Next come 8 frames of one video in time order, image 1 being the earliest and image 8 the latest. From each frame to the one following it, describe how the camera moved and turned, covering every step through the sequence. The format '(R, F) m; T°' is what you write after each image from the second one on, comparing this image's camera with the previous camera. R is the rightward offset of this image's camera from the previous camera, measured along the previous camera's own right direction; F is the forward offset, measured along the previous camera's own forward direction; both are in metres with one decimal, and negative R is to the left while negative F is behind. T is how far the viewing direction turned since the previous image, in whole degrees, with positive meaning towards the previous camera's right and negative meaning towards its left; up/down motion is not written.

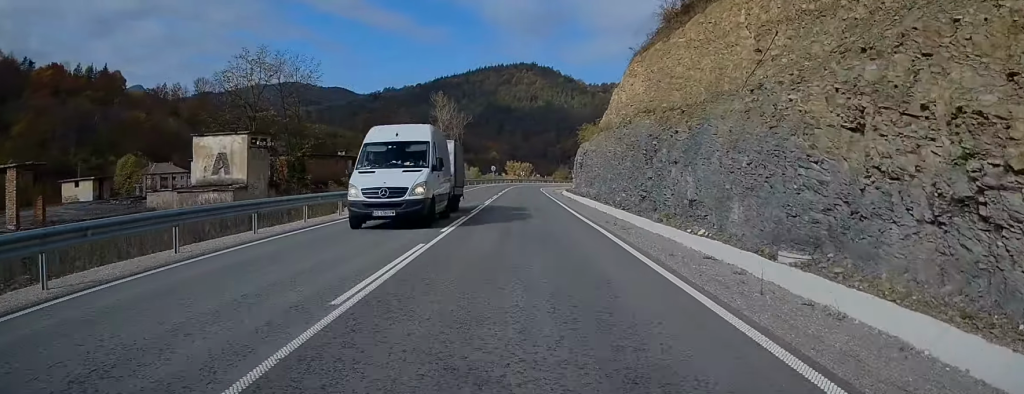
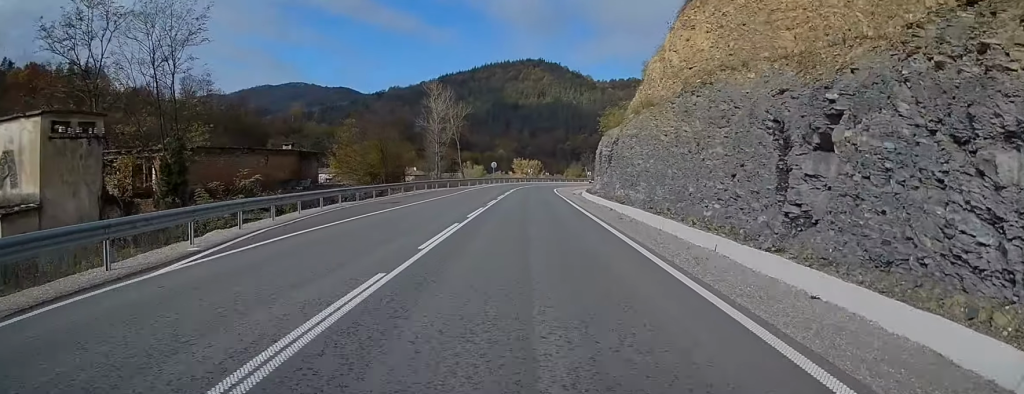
(-0.2, +21.9) m; -1°
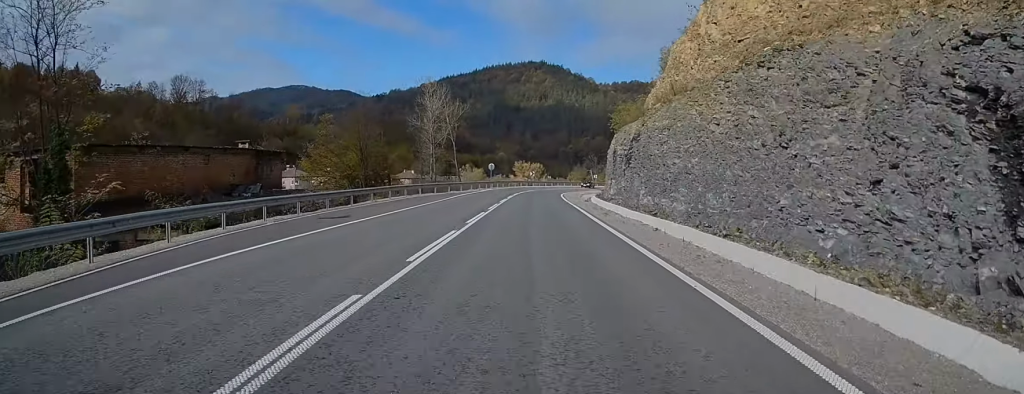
(0.0, +10.3) m; 0°
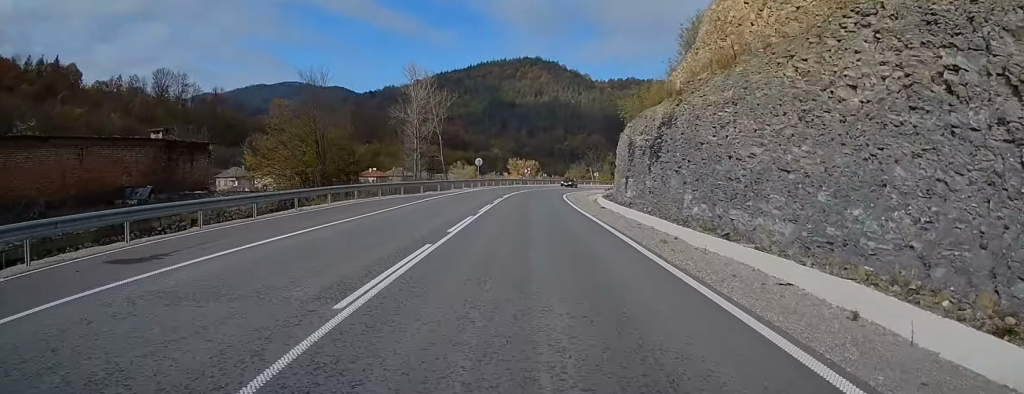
(-0.1, +12.9) m; 0°
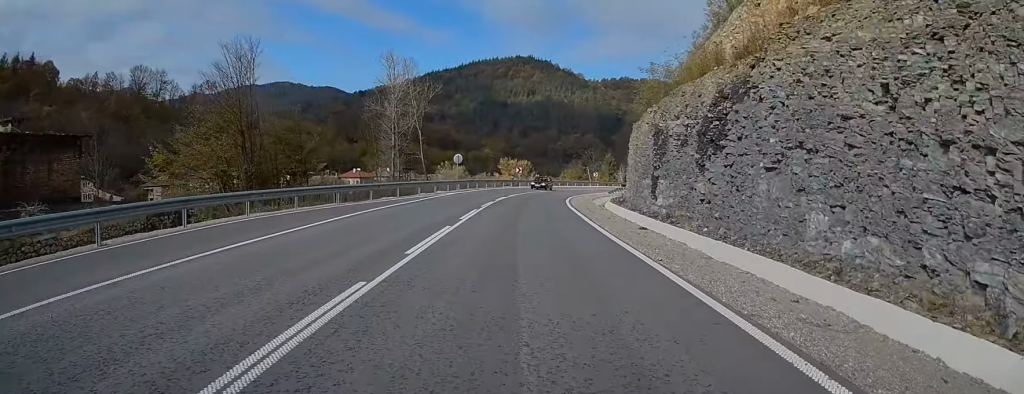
(-0.1, +13.7) m; 0°
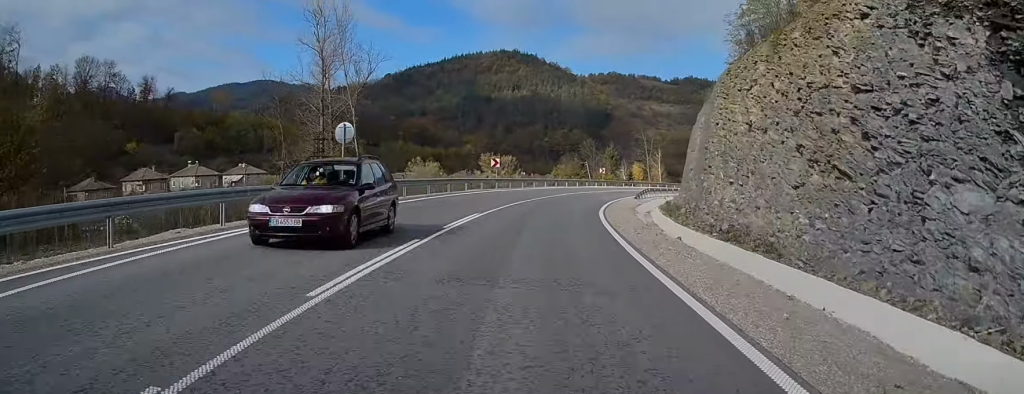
(+0.5, +30.6) m; +2°
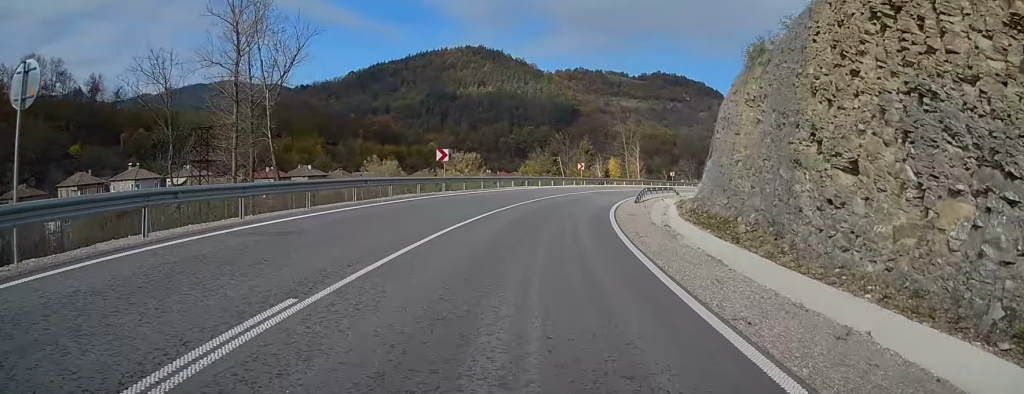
(+0.1, +15.0) m; +2°
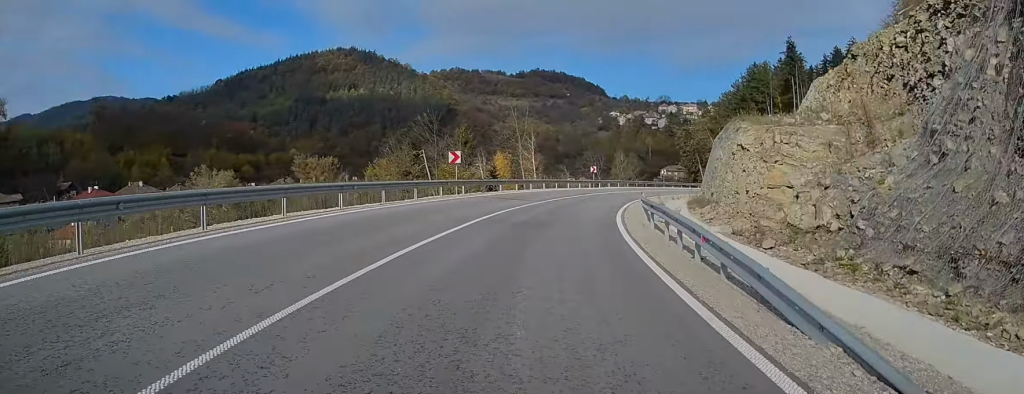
(+2.6, +36.5) m; +9°
